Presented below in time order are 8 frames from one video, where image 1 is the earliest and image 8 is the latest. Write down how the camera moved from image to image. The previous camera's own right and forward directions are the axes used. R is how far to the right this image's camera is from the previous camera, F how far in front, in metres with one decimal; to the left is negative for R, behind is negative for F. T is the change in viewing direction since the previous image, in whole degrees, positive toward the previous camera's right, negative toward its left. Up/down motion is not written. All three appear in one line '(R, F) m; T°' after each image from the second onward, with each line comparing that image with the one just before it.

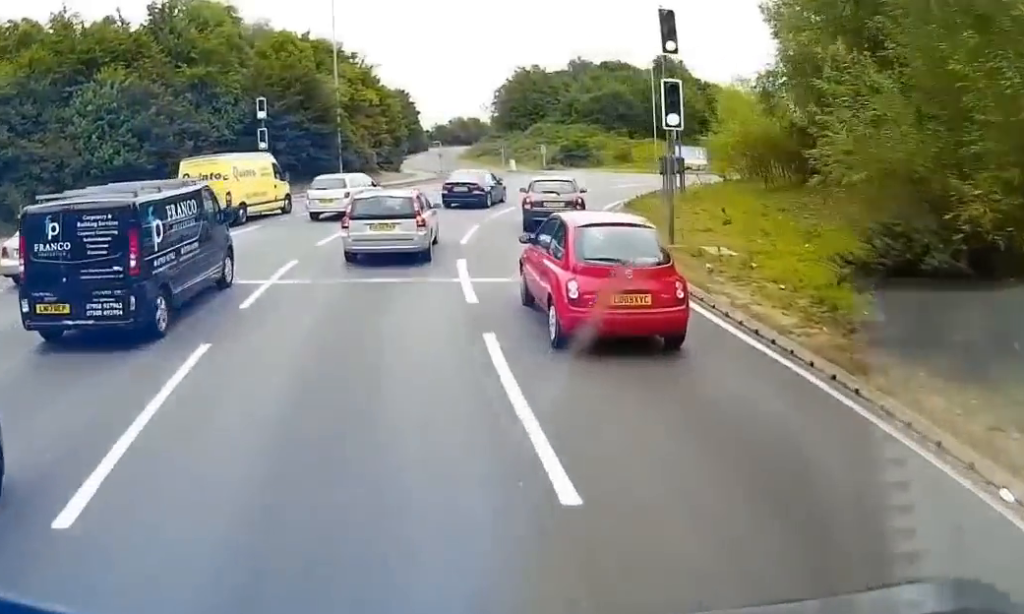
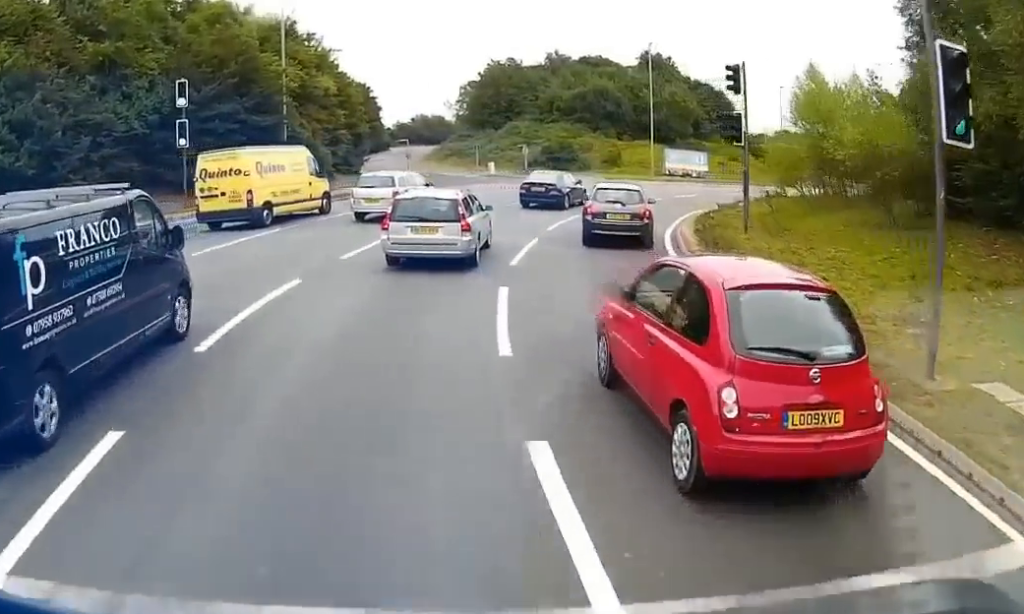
(+0.5, +9.1) m; +5°
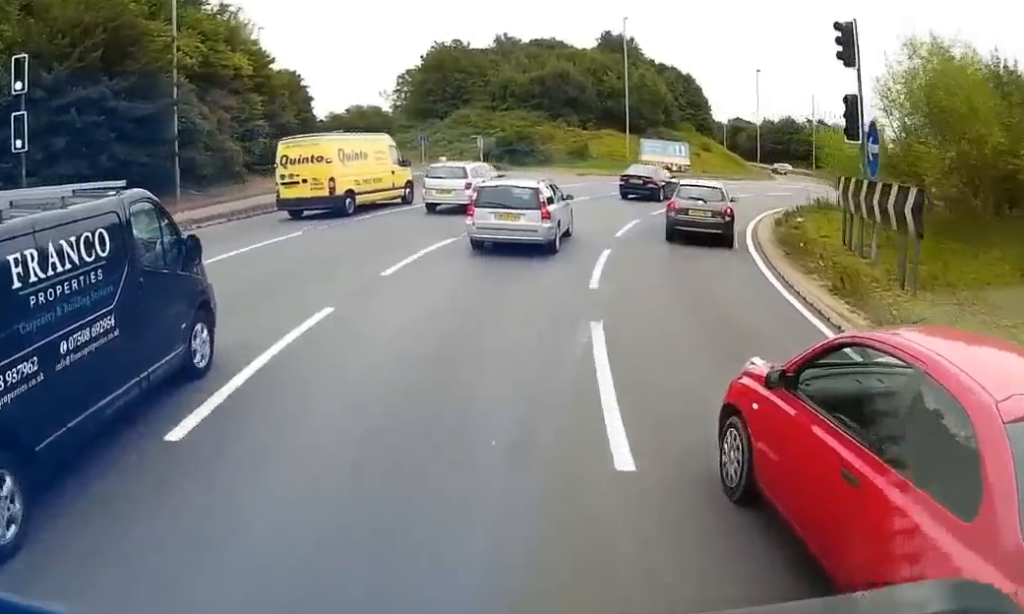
(+0.4, +9.6) m; +6°
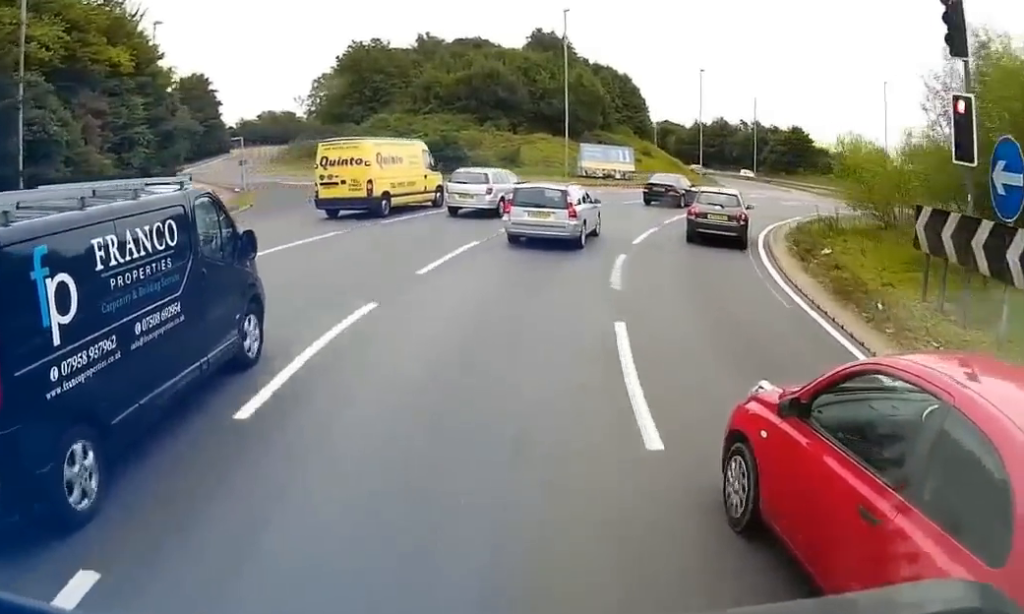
(+0.3, +6.9) m; +6°
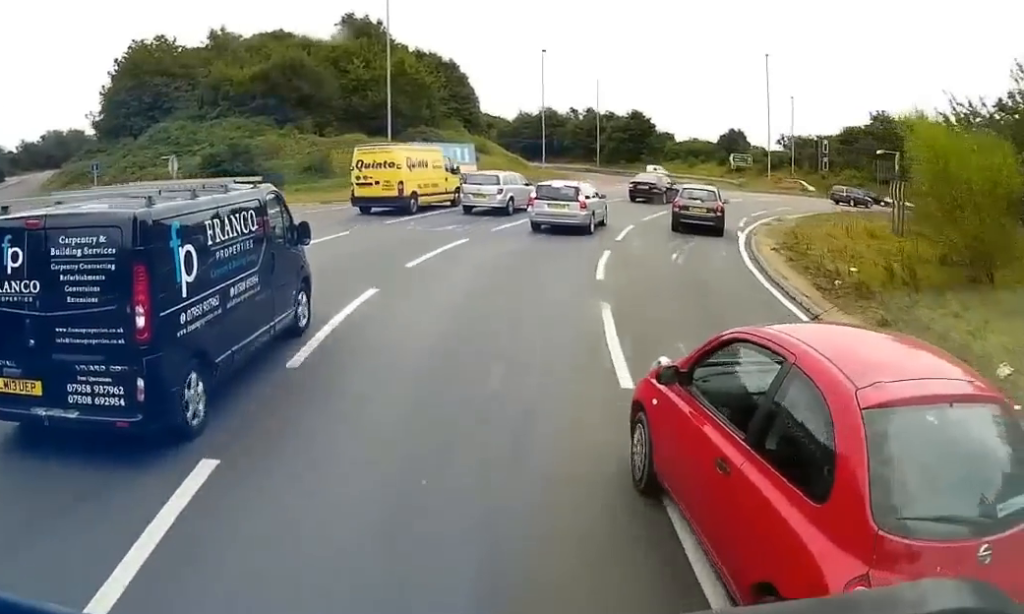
(+1.1, +12.4) m; +10°
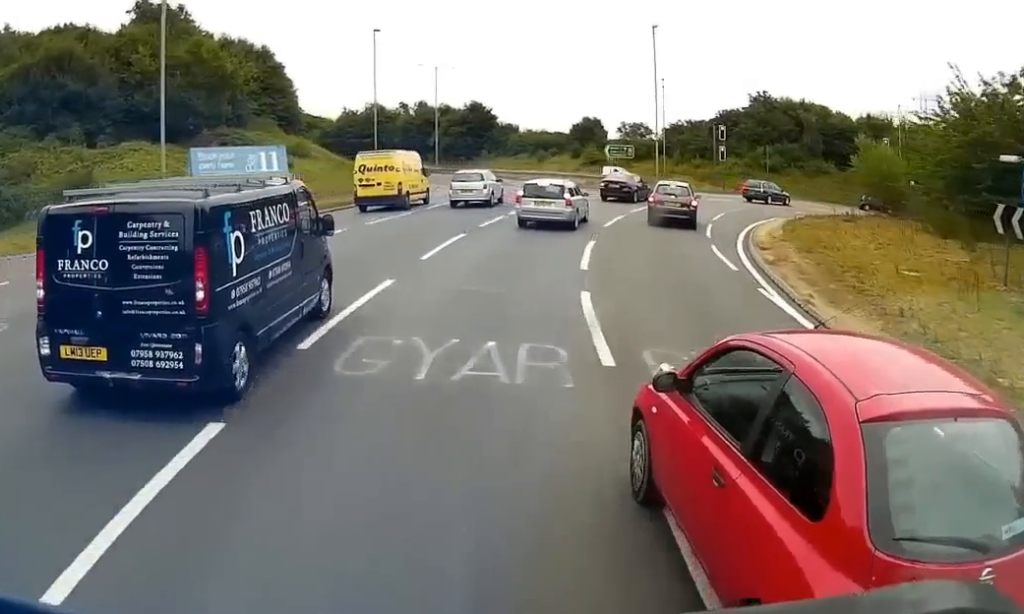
(+1.6, +11.3) m; +15°
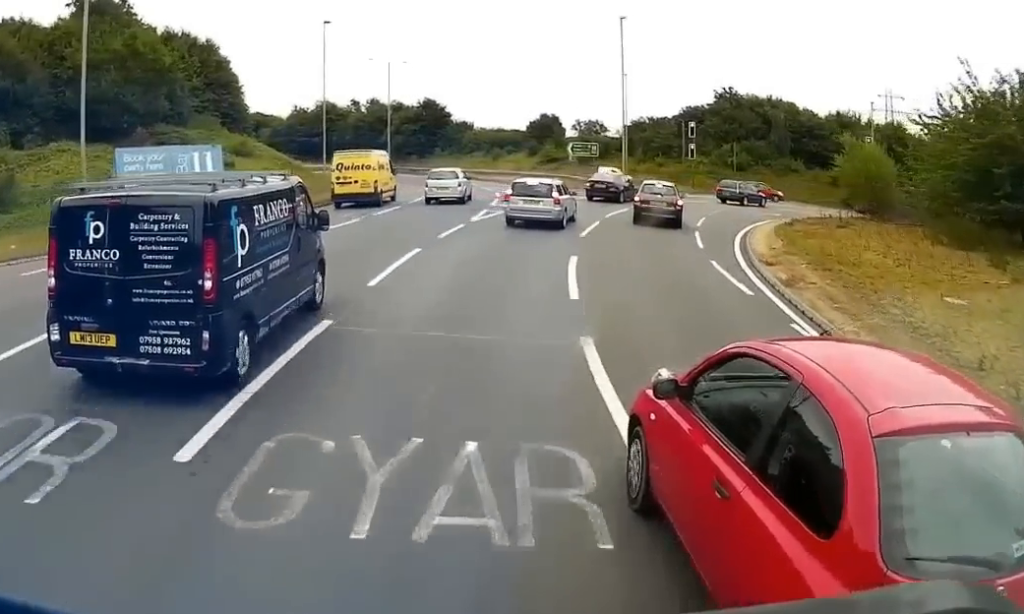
(+0.1, +3.1) m; +4°
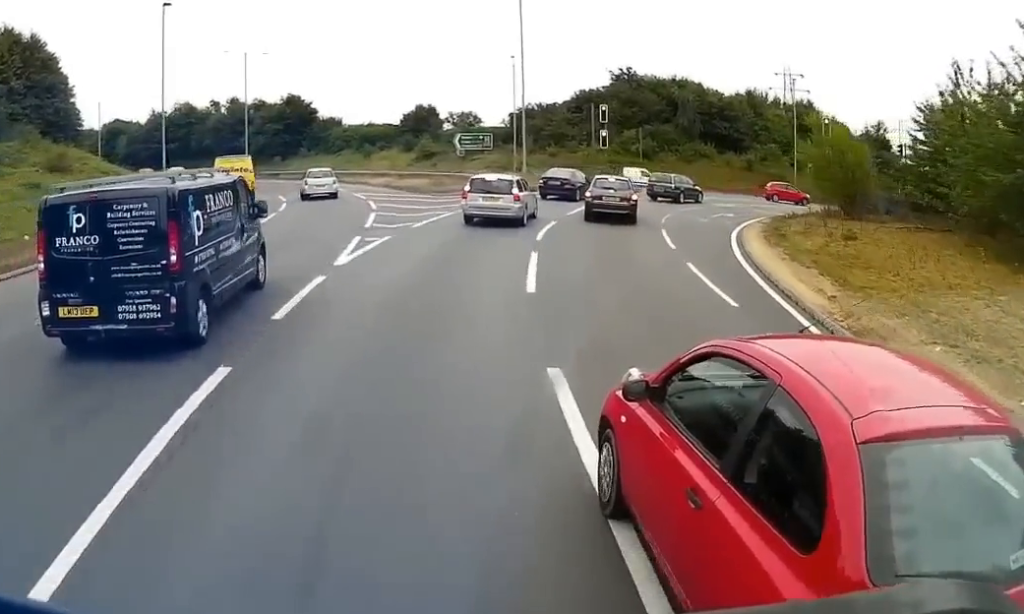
(+0.8, +9.2) m; +3°
